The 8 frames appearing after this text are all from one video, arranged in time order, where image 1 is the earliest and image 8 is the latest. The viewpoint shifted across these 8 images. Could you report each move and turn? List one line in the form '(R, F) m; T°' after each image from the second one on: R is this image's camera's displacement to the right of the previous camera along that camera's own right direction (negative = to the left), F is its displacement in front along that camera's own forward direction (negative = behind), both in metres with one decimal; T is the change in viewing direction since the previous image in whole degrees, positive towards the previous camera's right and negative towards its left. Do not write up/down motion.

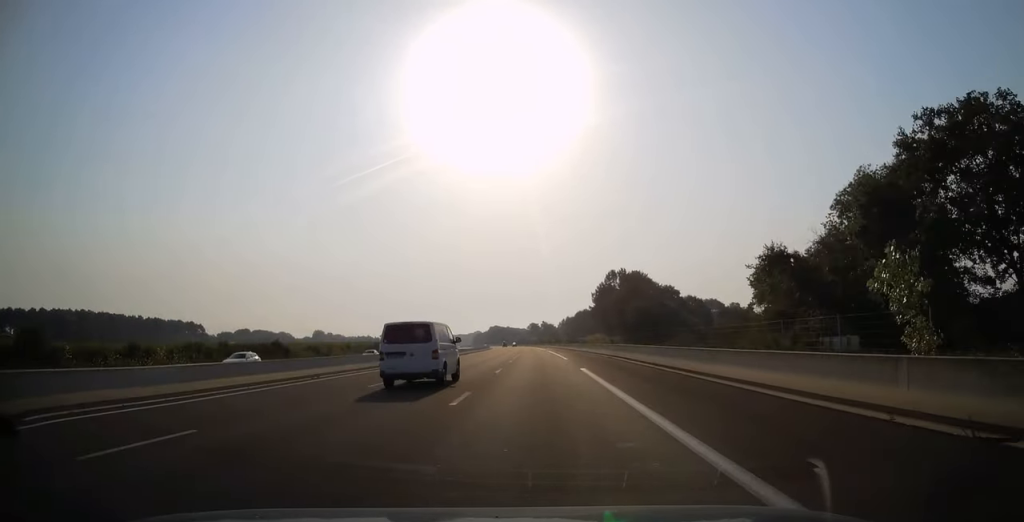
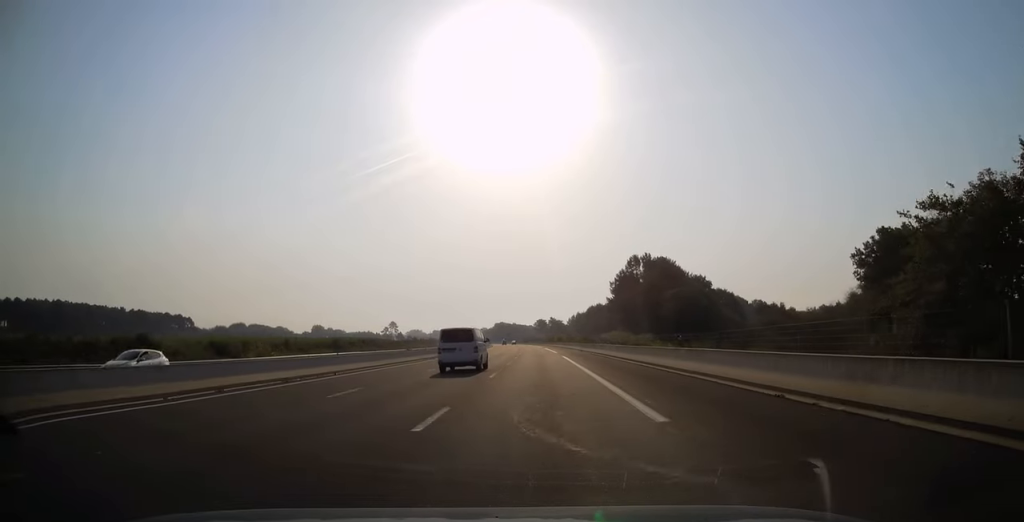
(0.0, +30.0) m; -1°
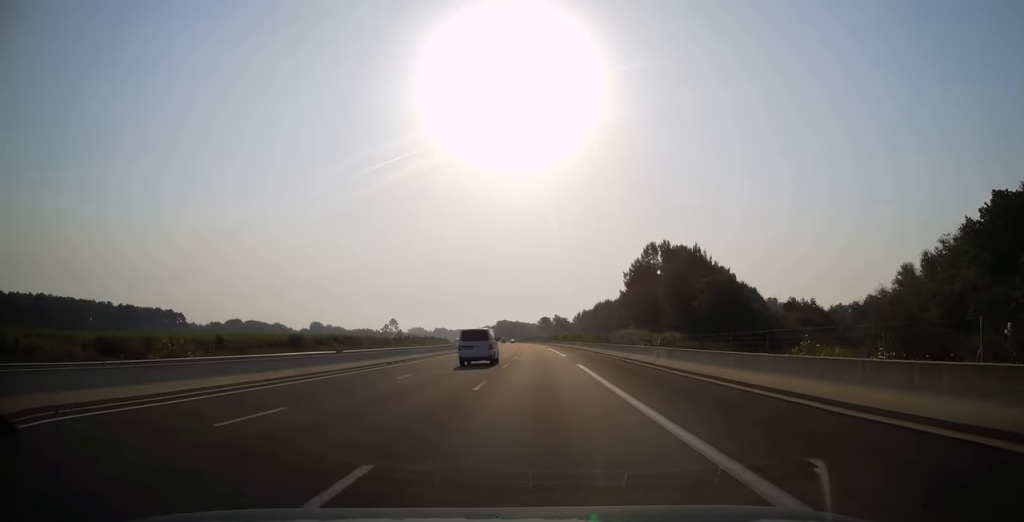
(-0.1, +18.7) m; -1°
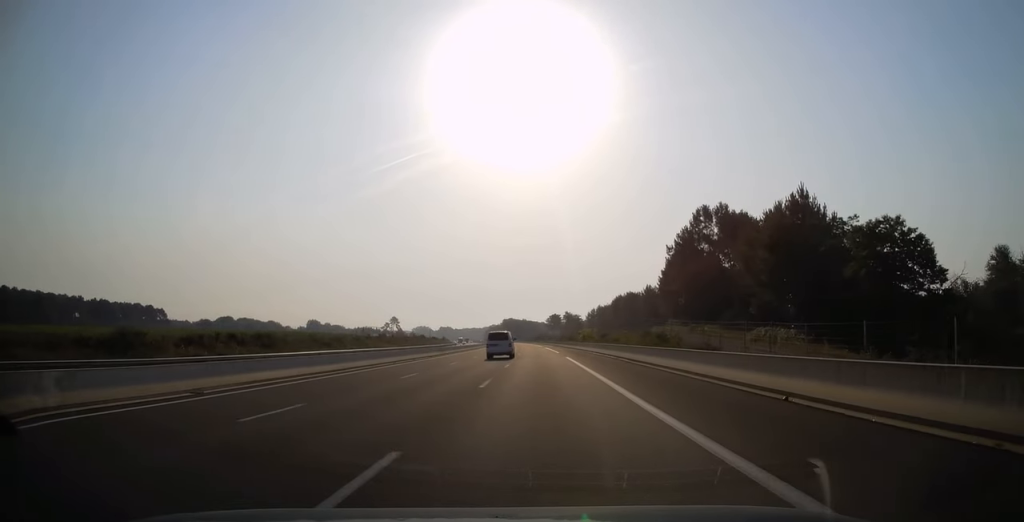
(-0.4, +38.4) m; -1°
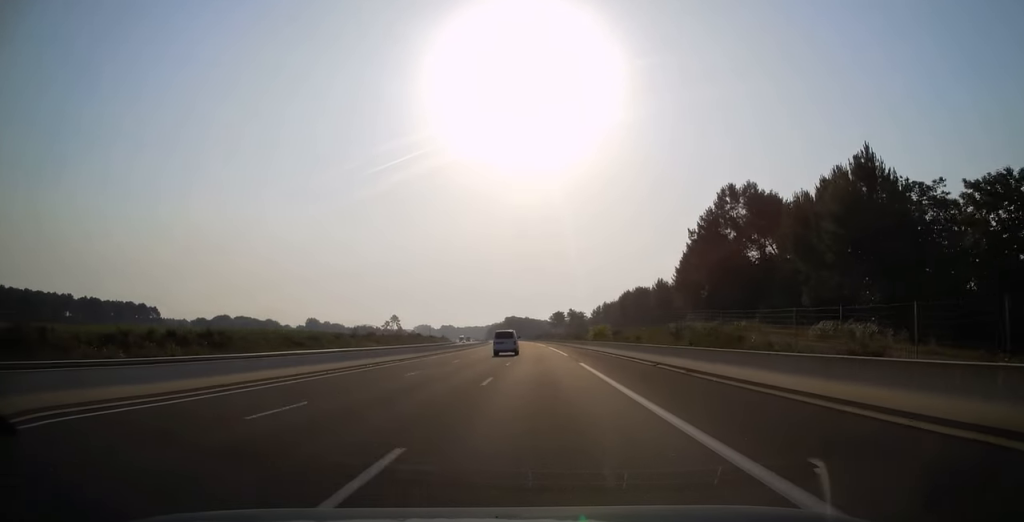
(0.0, +12.8) m; 0°
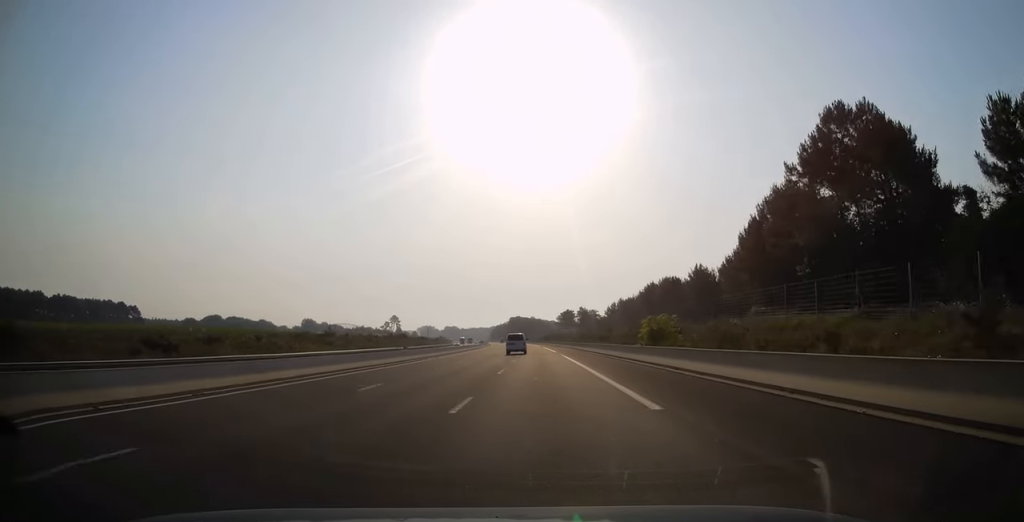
(-0.2, +32.5) m; -1°
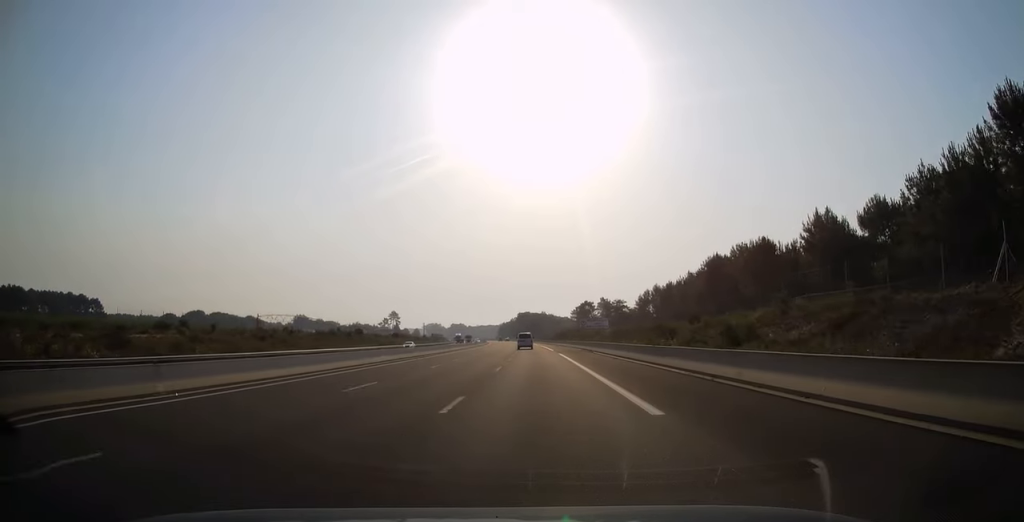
(-0.7, +52.8) m; -1°
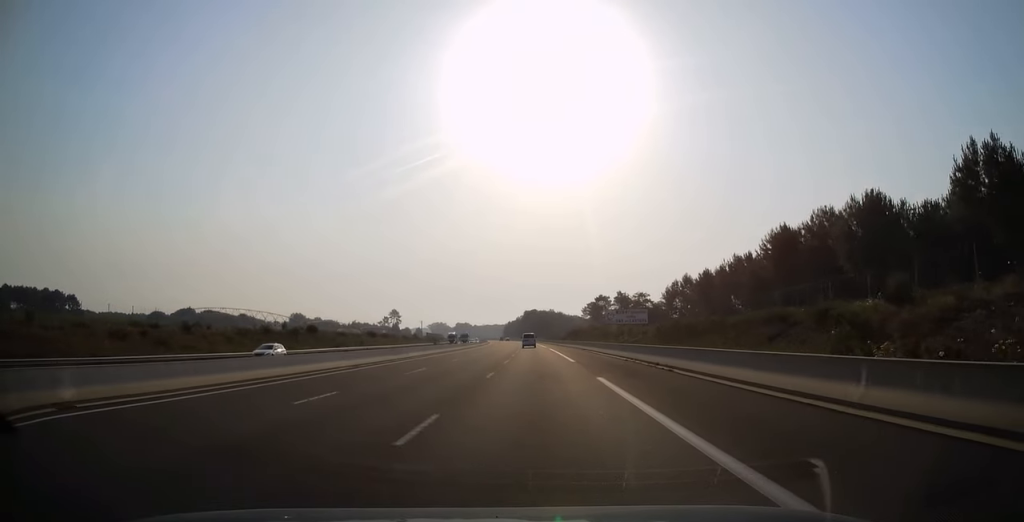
(0.0, +29.6) m; -1°
